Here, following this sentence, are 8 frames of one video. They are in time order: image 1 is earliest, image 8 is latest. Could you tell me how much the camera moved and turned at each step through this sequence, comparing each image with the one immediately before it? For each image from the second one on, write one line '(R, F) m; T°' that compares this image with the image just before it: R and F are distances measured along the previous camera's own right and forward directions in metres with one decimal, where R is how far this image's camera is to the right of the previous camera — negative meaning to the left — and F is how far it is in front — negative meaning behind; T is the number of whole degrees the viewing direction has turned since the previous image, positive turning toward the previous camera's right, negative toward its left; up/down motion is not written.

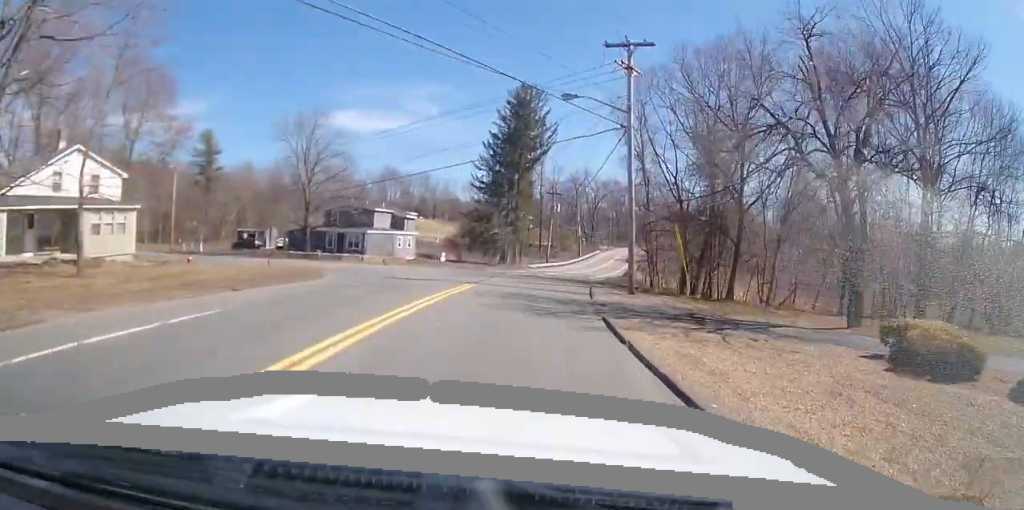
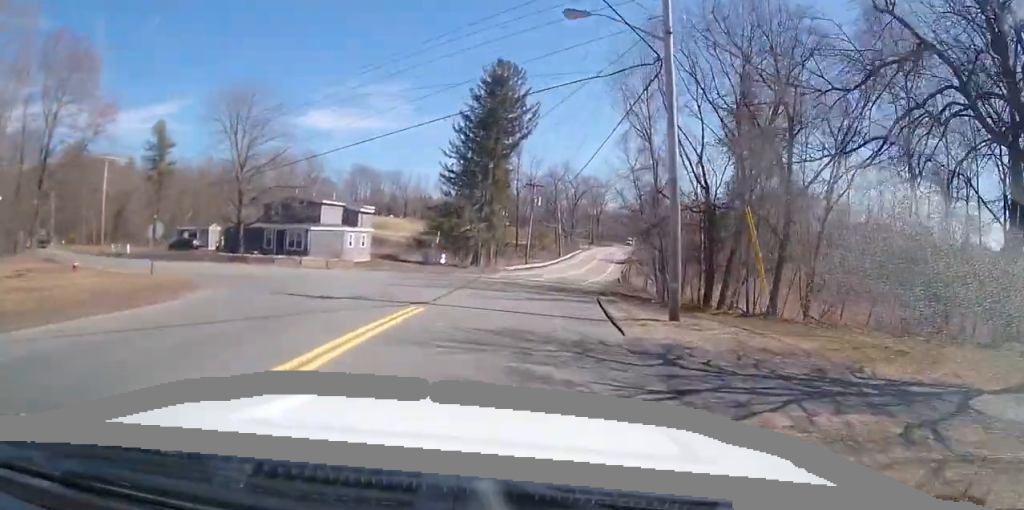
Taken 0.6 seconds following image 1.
(+0.1, +10.0) m; +2°
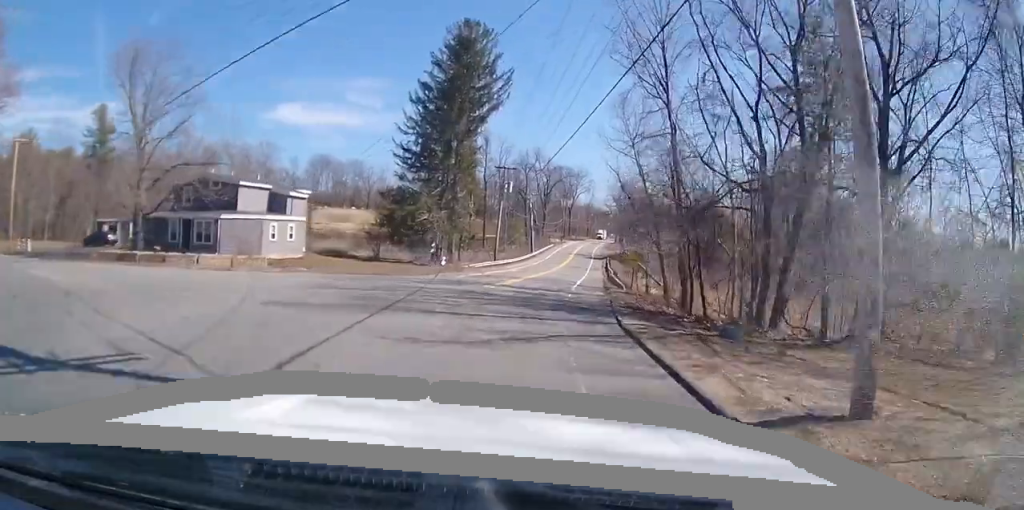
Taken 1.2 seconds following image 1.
(+0.3, +10.4) m; +1°
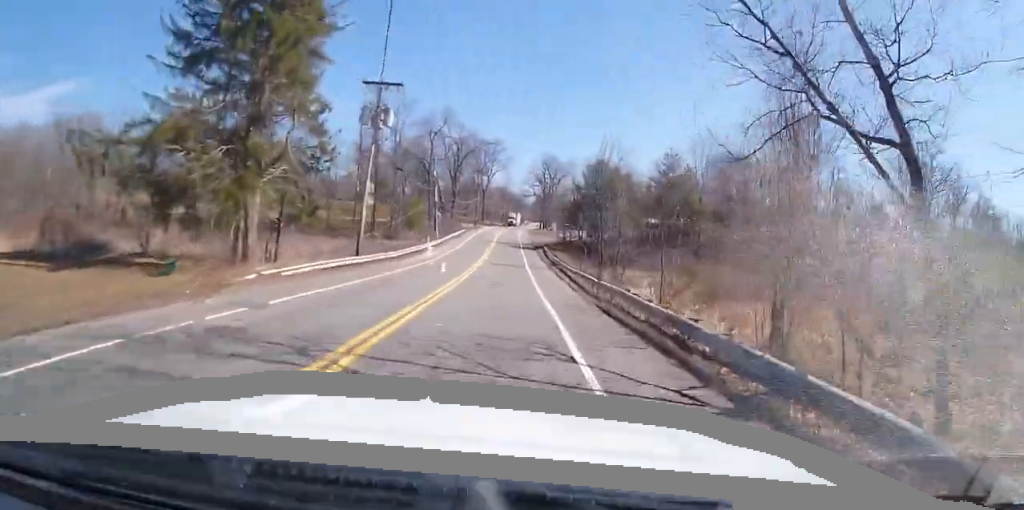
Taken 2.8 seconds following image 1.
(+0.4, +28.1) m; +5°
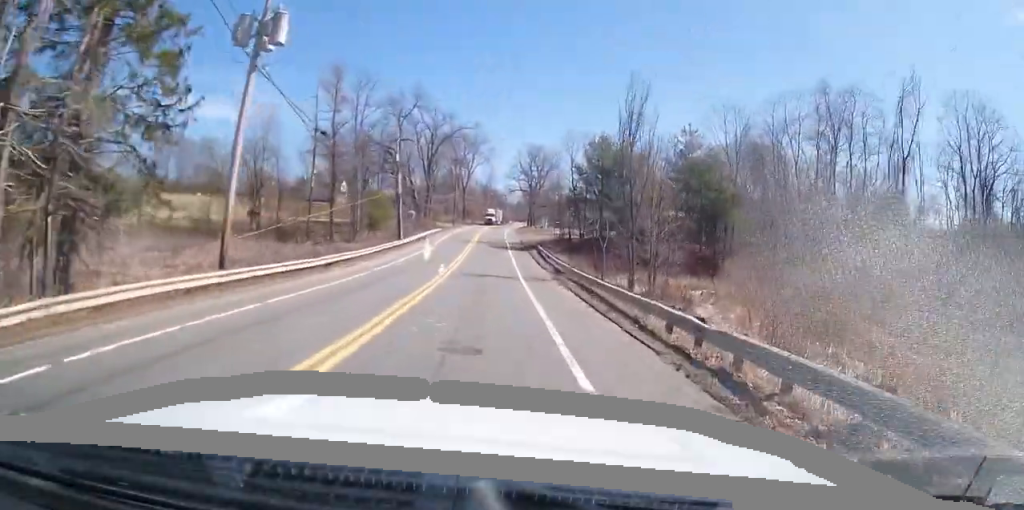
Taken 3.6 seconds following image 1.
(+1.2, +14.1) m; +4°
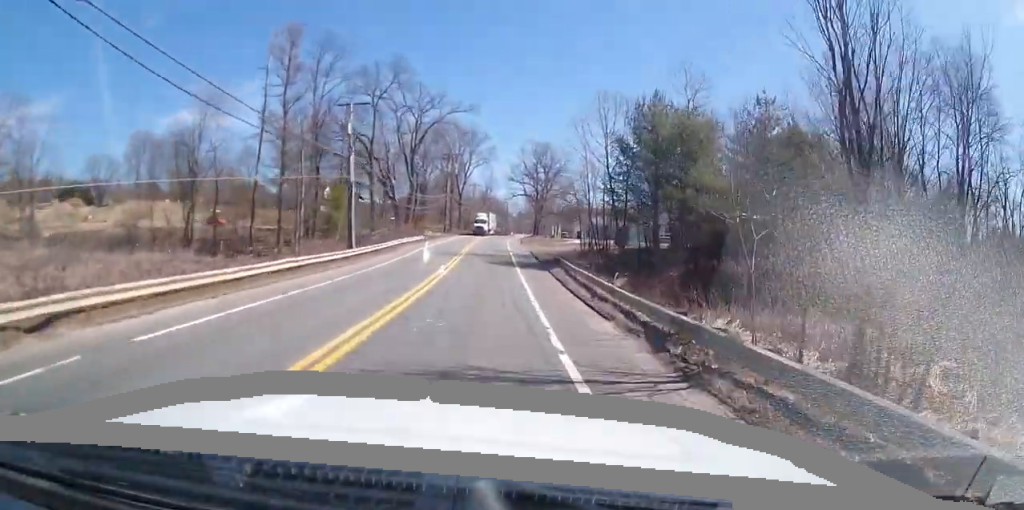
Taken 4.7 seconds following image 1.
(+0.3, +18.0) m; +1°
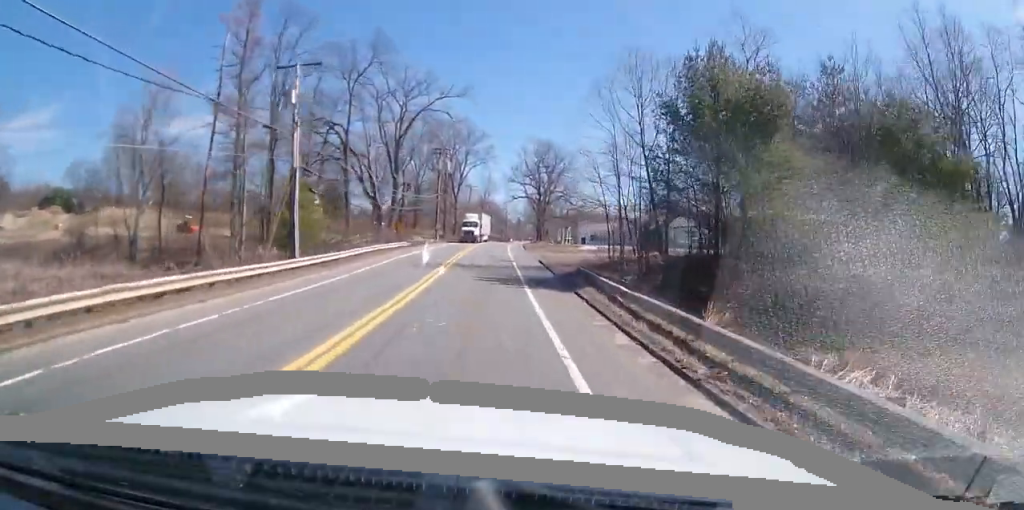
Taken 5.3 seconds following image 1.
(0.0, +10.1) m; +1°
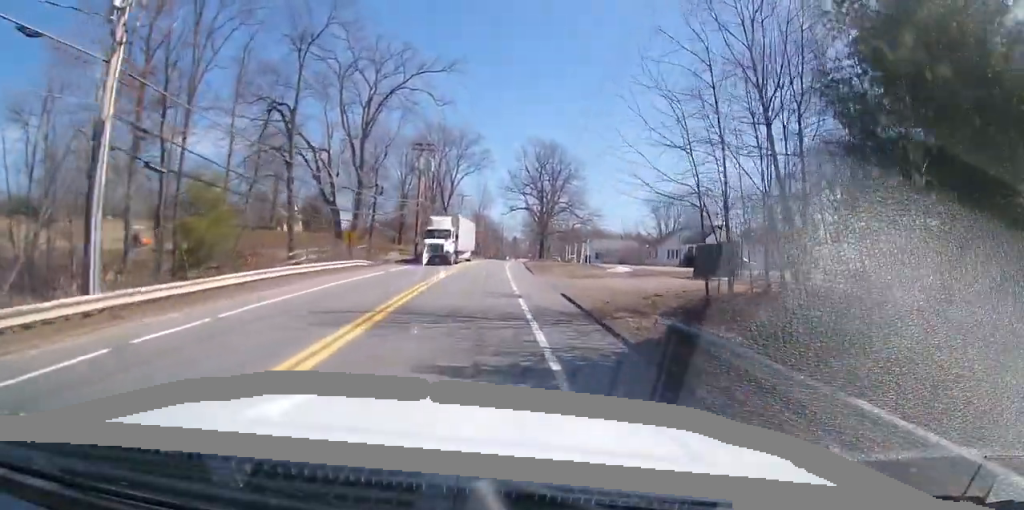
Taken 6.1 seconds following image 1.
(+0.1, +14.0) m; +1°
